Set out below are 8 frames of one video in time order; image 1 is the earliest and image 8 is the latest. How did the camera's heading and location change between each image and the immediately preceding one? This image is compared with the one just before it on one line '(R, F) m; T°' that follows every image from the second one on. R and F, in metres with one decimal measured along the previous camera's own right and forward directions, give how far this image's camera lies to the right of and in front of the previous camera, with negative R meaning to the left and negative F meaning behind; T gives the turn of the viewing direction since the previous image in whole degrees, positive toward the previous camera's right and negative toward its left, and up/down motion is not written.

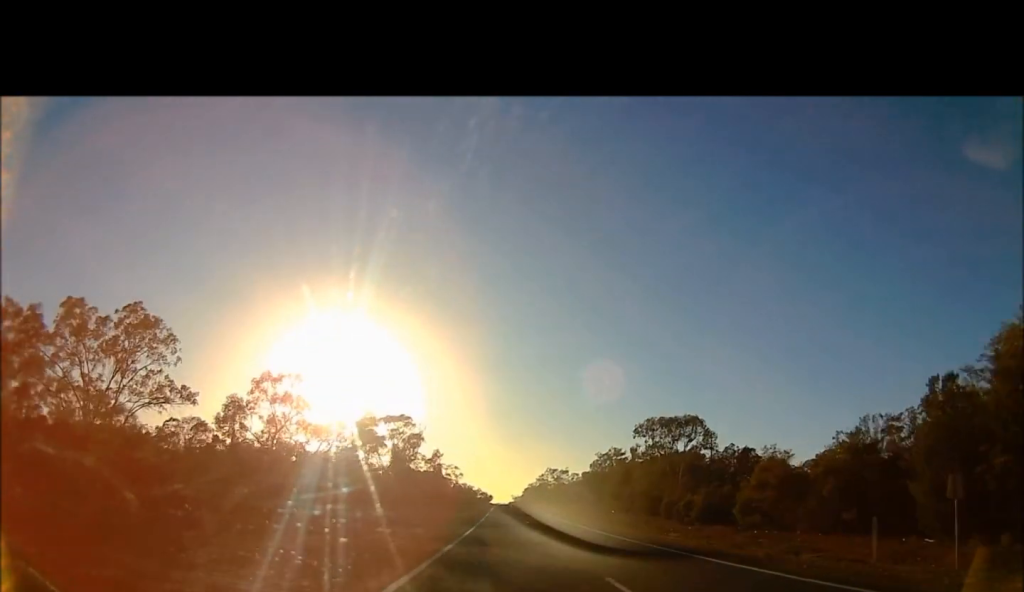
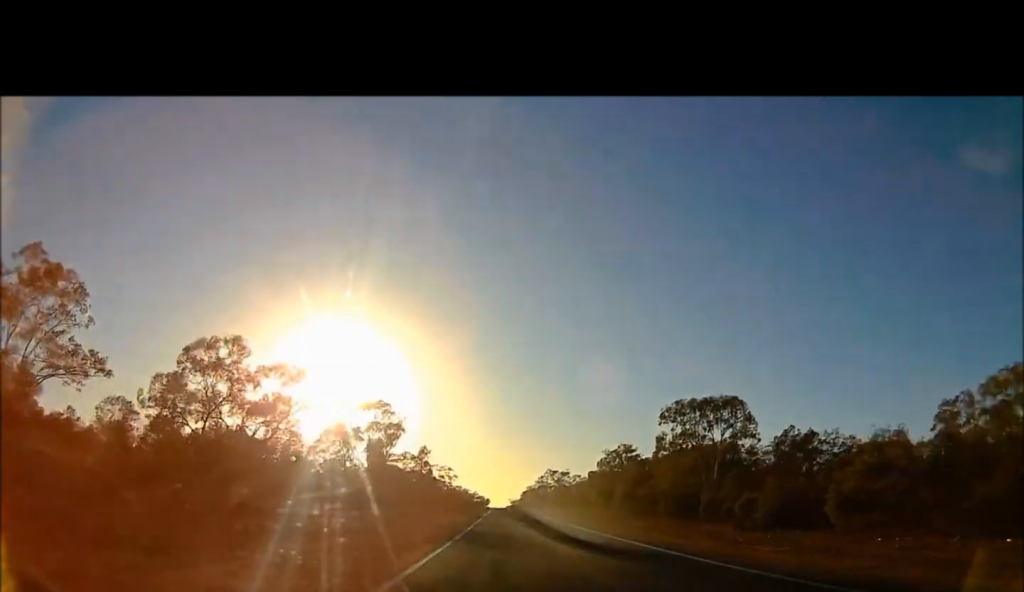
(-0.4, +15.5) m; -1°
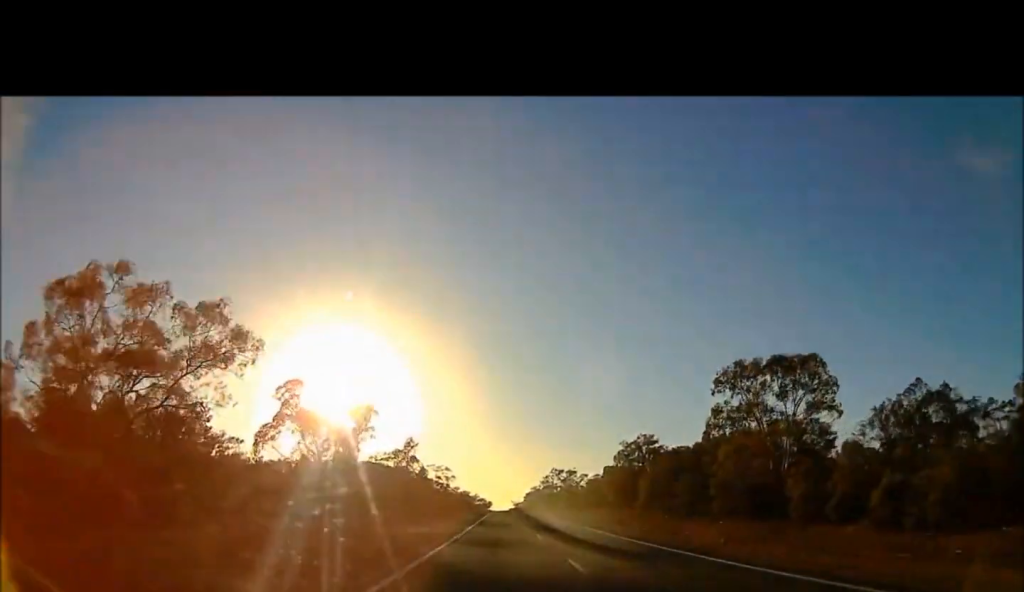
(-0.3, +17.6) m; -1°
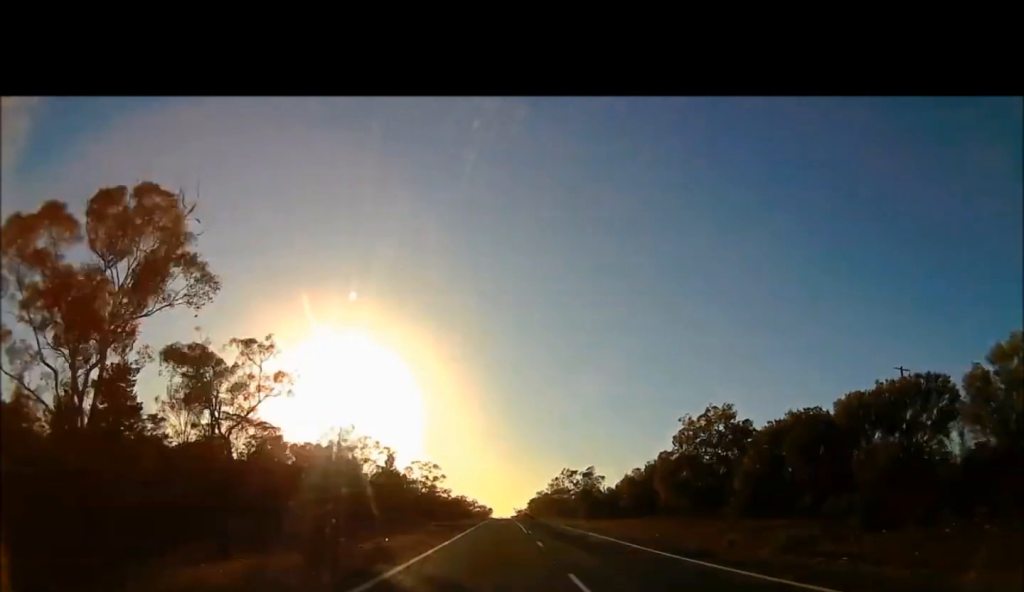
(+0.4, +39.8) m; +1°
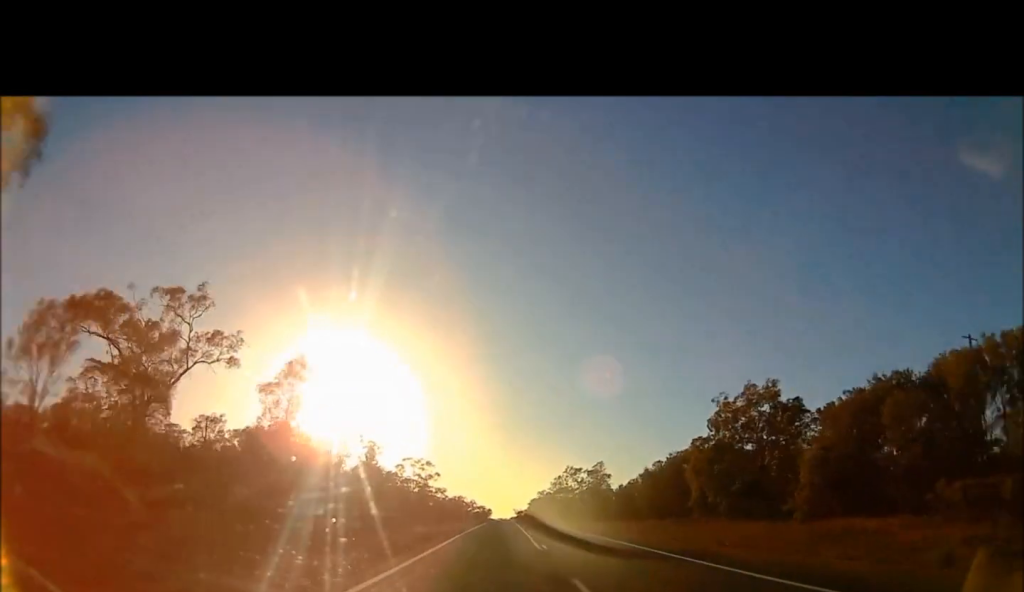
(+0.5, +13.3) m; -1°
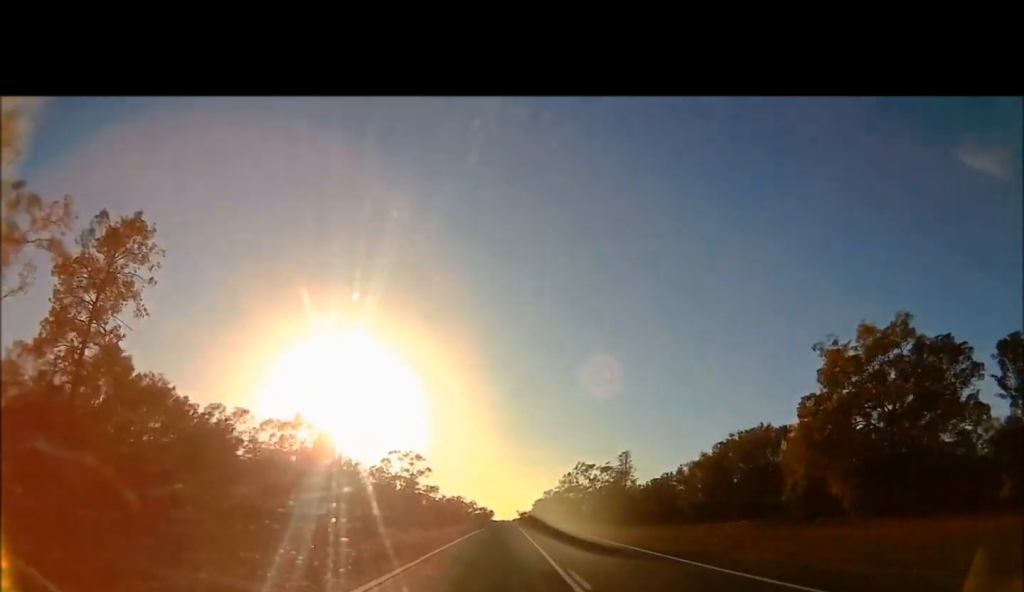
(0.0, +22.1) m; -1°
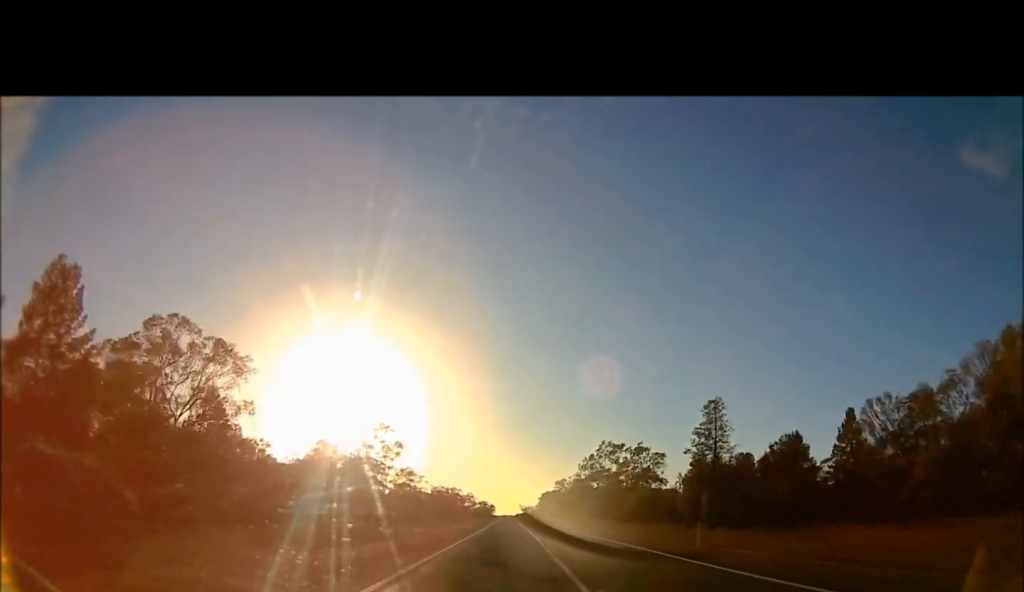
(-1.1, +40.0) m; 0°
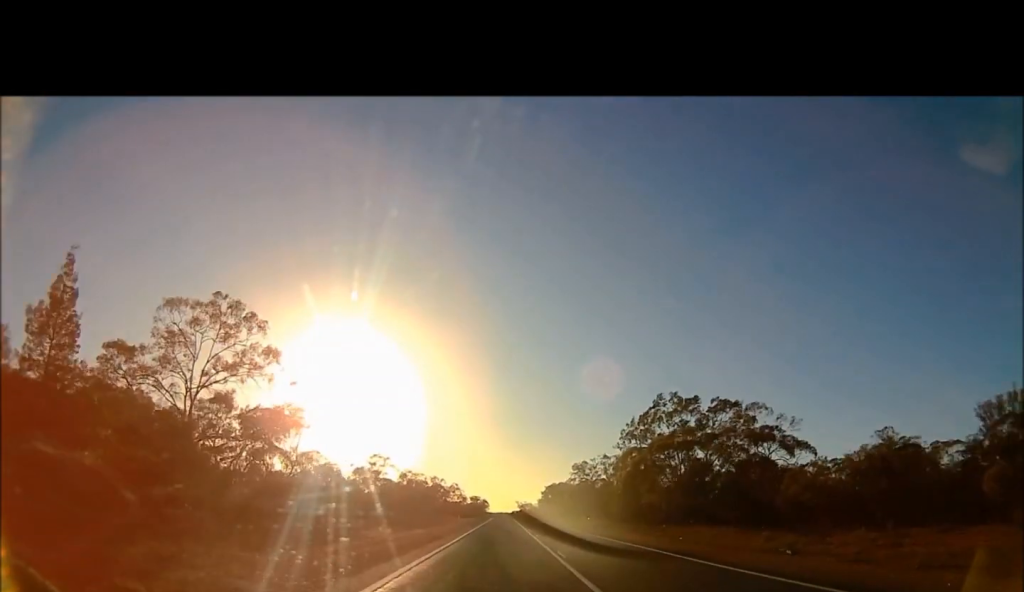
(+0.8, +52.3) m; +1°
